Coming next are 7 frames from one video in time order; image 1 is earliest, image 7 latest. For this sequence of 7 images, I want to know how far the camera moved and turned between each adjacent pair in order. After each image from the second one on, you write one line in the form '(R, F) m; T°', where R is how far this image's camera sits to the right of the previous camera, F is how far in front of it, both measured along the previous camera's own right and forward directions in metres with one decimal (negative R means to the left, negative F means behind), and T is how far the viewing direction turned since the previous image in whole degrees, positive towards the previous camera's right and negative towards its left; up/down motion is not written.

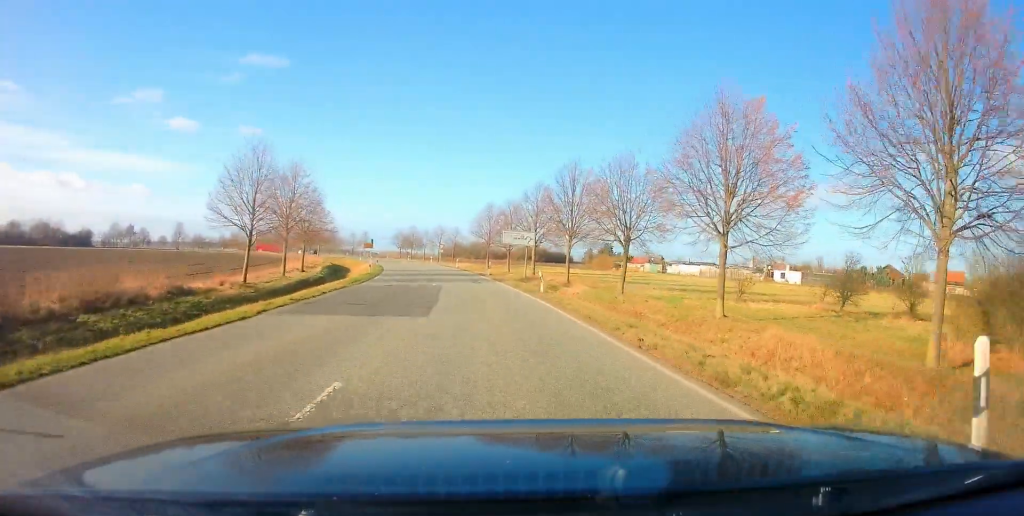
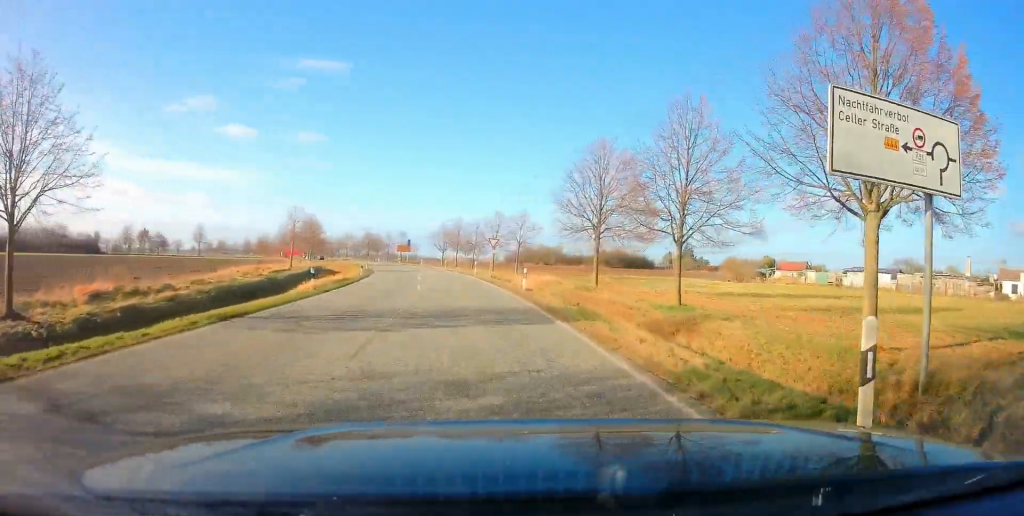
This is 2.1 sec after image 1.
(-2.4, +38.4) m; -6°
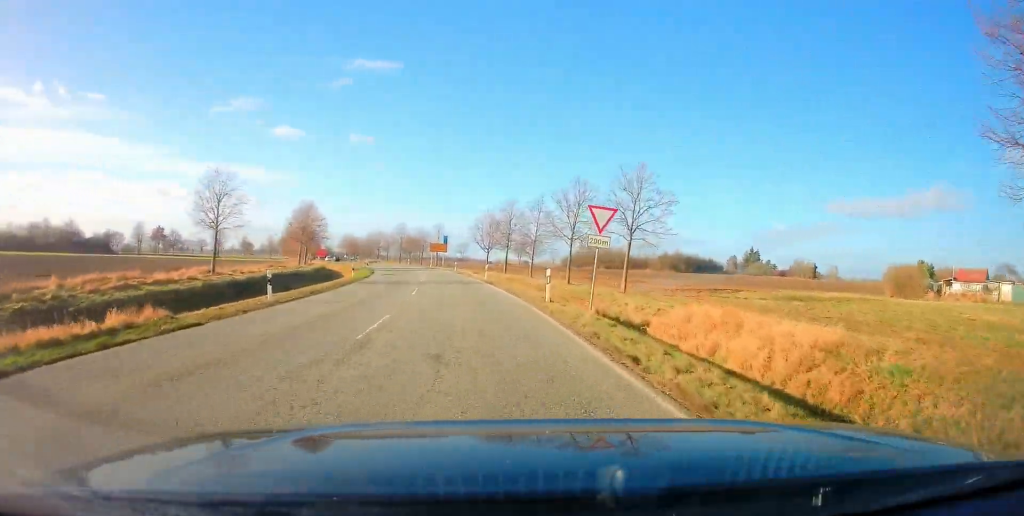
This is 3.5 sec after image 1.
(-0.7, +25.9) m; -5°
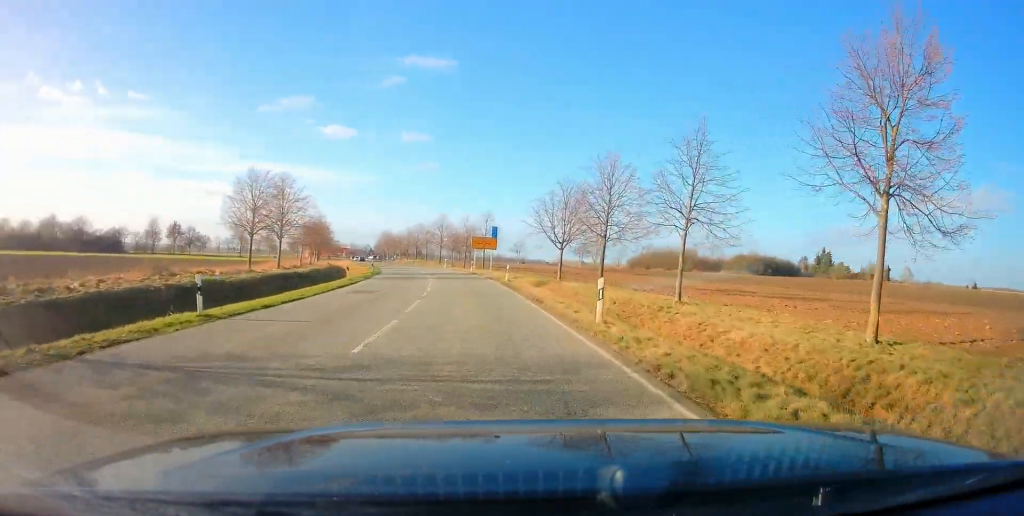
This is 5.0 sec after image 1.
(-1.7, +25.5) m; -6°
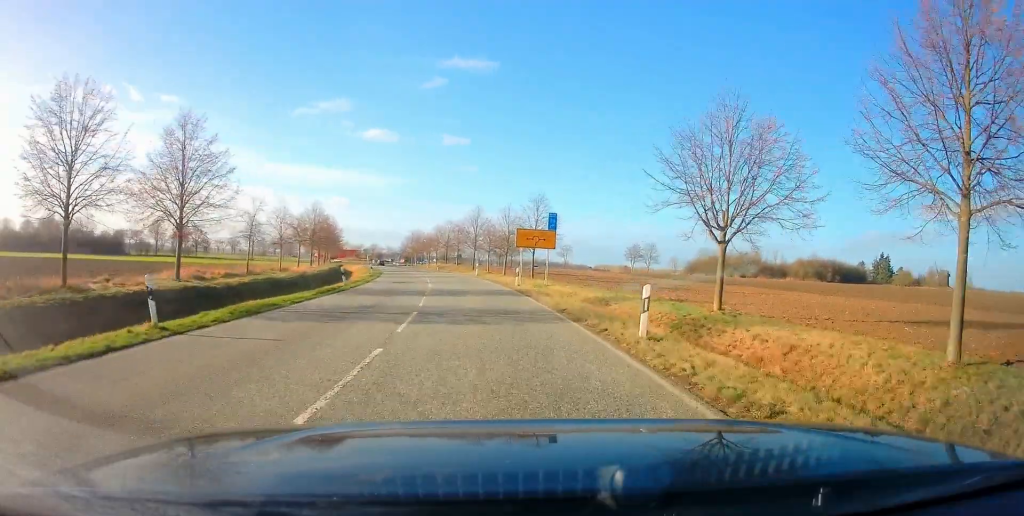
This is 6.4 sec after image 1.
(-0.9, +22.2) m; -5°
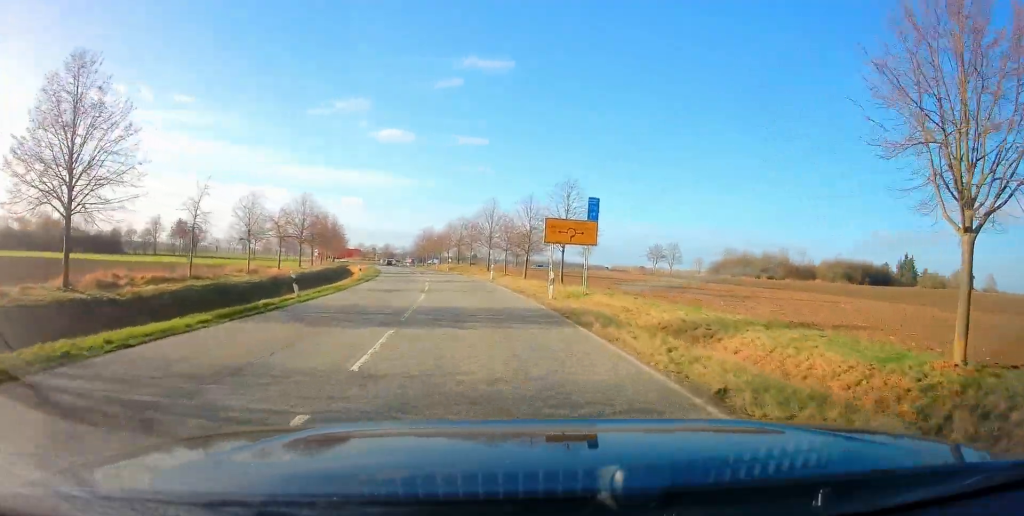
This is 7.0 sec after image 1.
(-0.3, +9.7) m; -2°
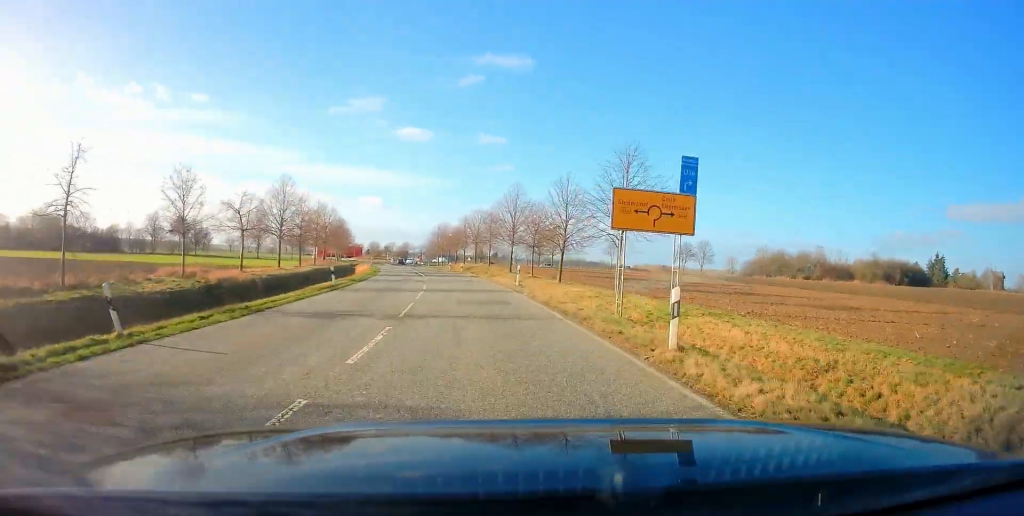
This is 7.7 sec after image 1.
(-0.3, +11.5) m; -3°
